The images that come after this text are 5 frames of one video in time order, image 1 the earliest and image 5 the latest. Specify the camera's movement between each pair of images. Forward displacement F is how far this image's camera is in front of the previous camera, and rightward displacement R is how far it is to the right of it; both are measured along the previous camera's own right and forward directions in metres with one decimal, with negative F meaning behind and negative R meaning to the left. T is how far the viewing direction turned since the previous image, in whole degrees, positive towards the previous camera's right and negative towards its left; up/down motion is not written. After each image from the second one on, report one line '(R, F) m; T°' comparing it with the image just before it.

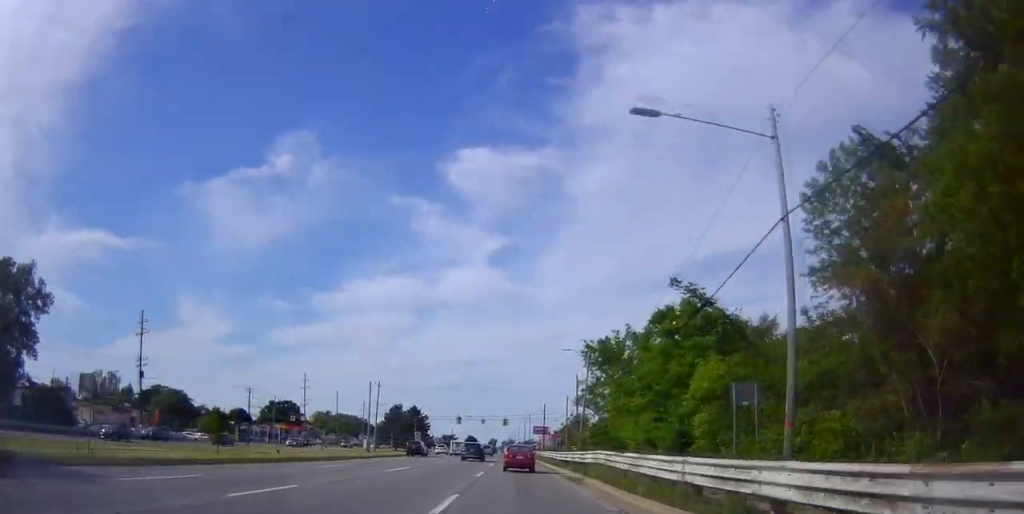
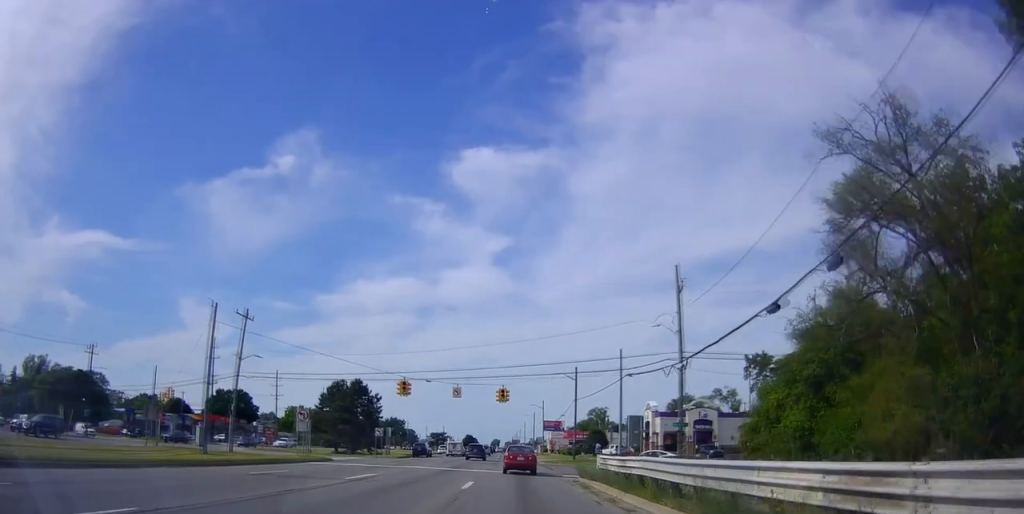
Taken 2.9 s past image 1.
(+0.1, +52.7) m; 0°
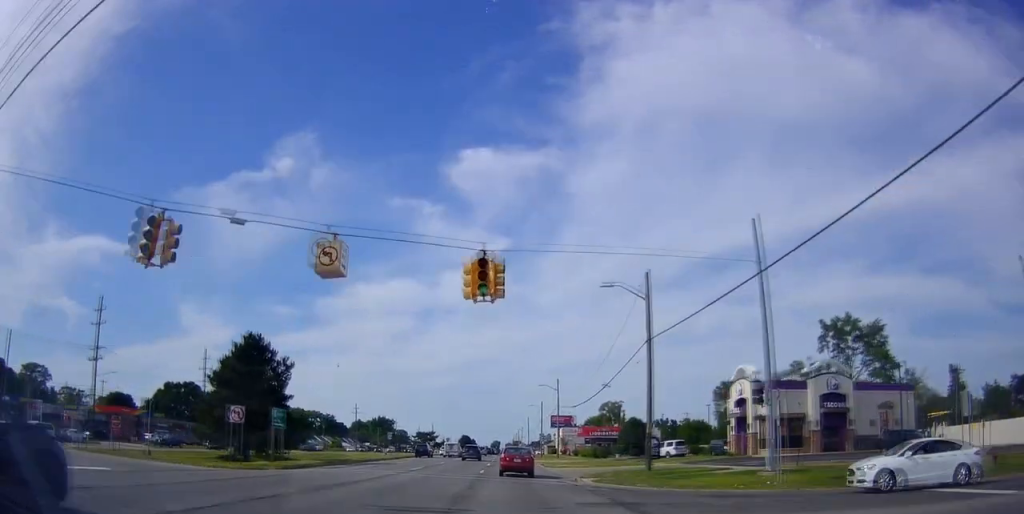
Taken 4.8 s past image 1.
(-0.1, +34.4) m; 0°
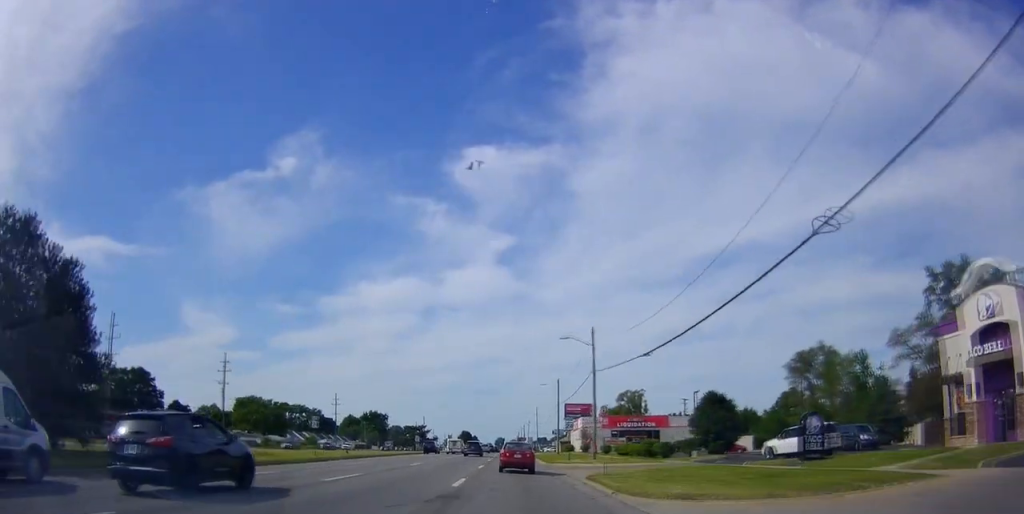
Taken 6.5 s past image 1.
(-0.7, +30.1) m; 0°
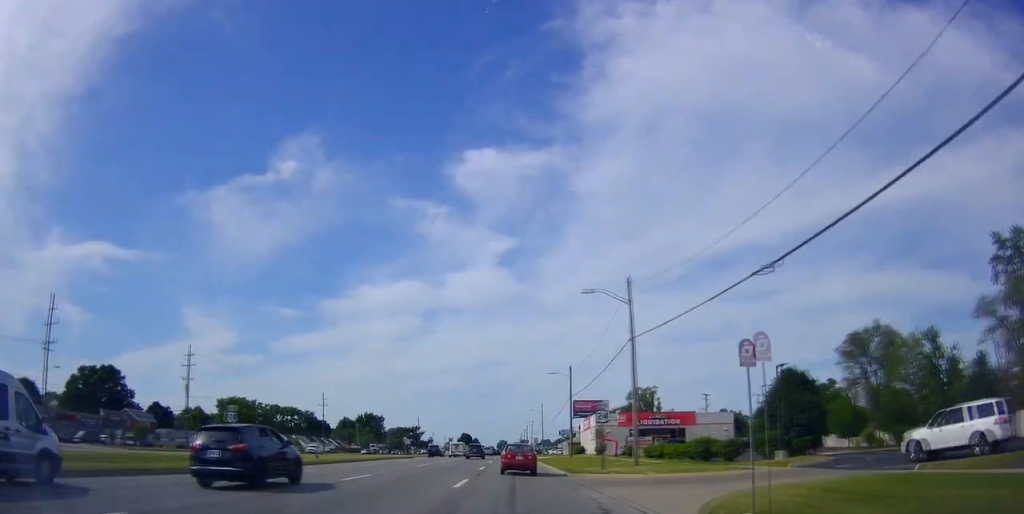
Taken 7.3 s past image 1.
(+0.3, +14.6) m; +1°
